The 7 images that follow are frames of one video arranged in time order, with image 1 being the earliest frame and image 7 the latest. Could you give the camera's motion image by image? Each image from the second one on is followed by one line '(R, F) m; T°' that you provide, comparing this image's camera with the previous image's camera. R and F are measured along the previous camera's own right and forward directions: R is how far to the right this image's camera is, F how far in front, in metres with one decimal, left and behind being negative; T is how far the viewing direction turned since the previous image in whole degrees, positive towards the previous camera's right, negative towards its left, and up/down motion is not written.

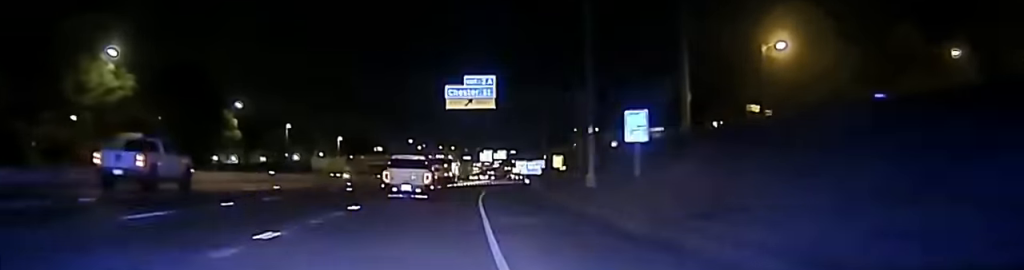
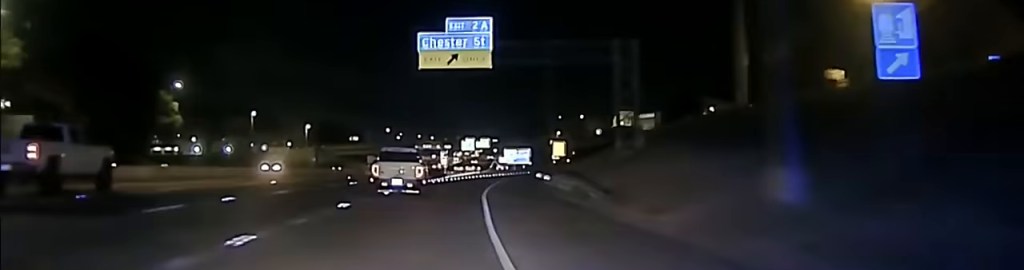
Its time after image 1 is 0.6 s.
(0.0, +23.9) m; 0°
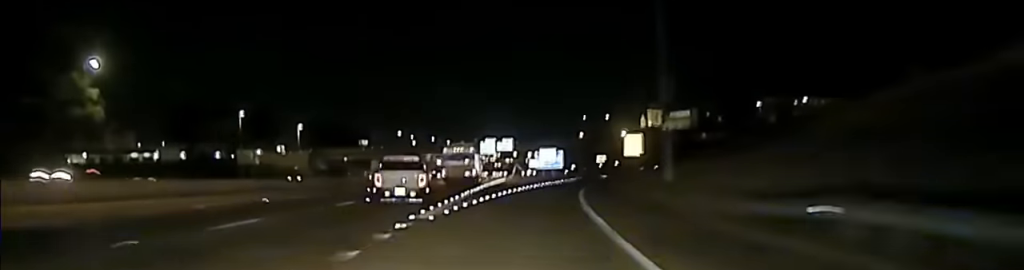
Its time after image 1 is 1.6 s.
(-0.1, +38.4) m; 0°
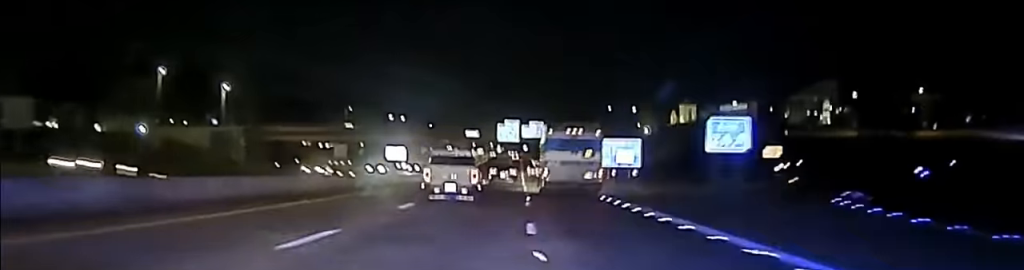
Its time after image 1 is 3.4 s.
(-0.2, +75.5) m; +1°
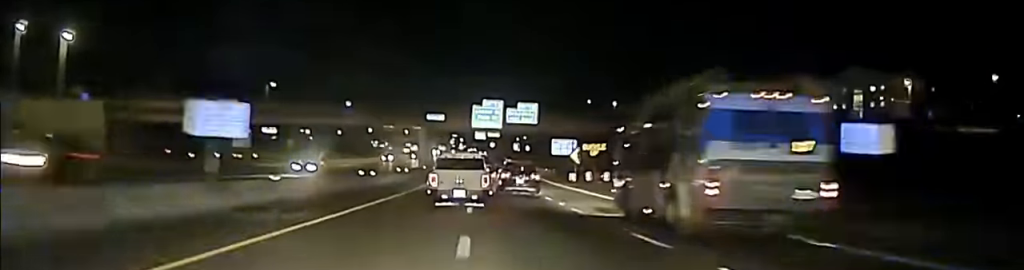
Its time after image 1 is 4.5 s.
(+1.2, +49.7) m; +2°
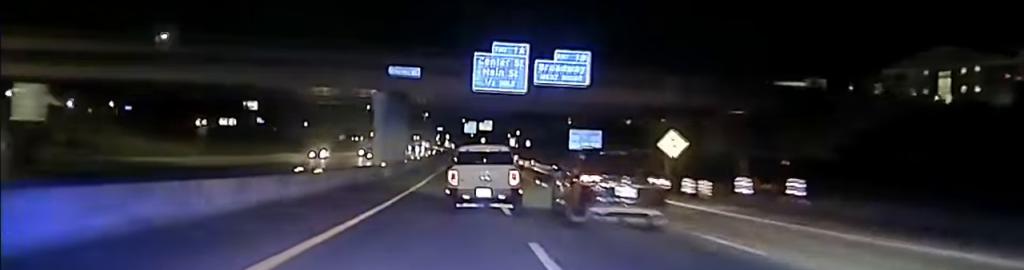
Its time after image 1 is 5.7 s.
(+0.9, +50.7) m; +2°
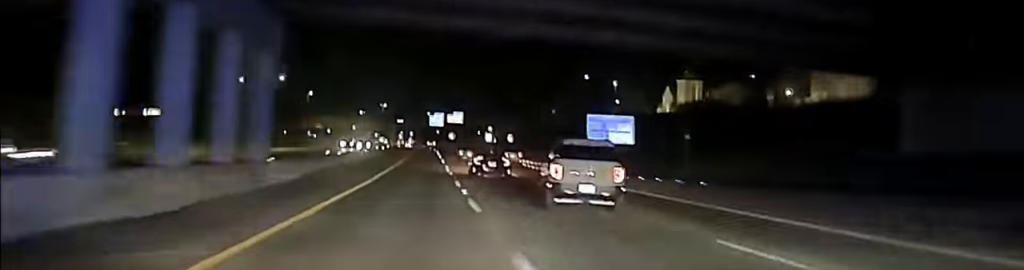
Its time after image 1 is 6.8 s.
(+0.8, +49.0) m; 0°
